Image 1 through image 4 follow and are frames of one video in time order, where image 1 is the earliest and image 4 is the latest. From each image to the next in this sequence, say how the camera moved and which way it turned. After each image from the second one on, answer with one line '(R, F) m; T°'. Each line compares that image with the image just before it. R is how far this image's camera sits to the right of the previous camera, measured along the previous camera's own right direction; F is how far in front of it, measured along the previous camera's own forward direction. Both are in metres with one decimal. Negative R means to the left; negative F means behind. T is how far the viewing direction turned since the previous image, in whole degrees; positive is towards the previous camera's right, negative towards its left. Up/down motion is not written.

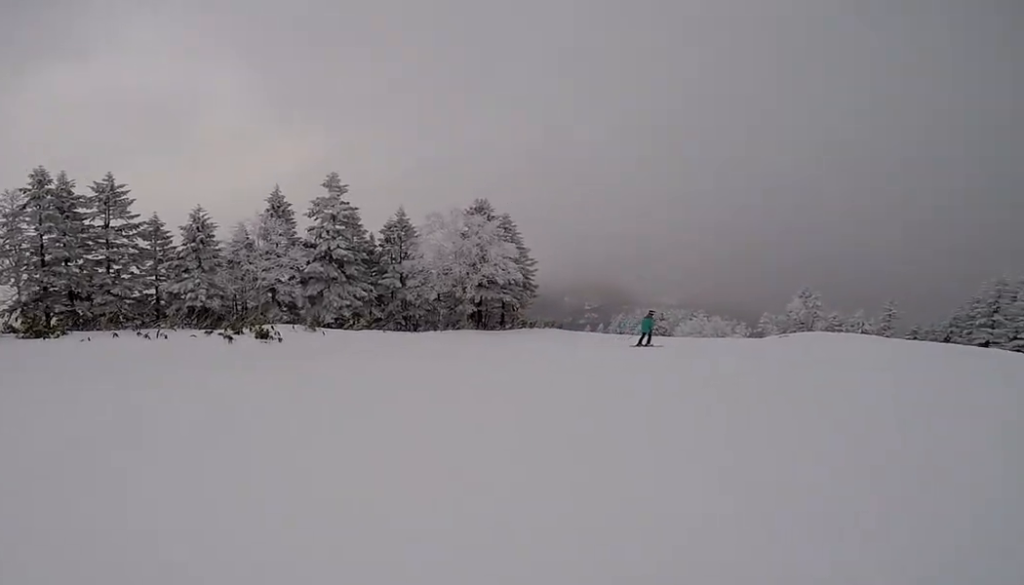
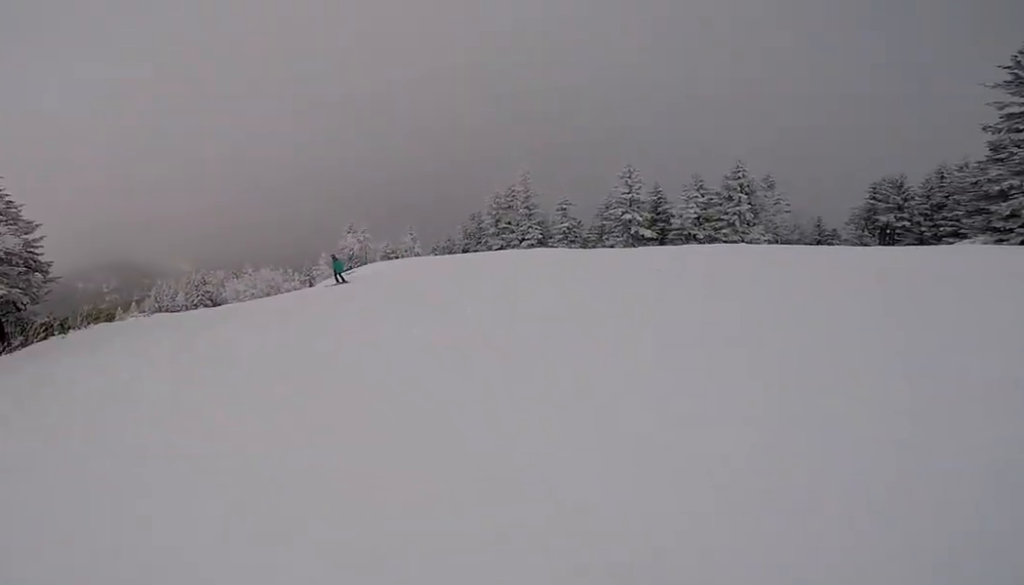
(+6.2, +9.6) m; +51°
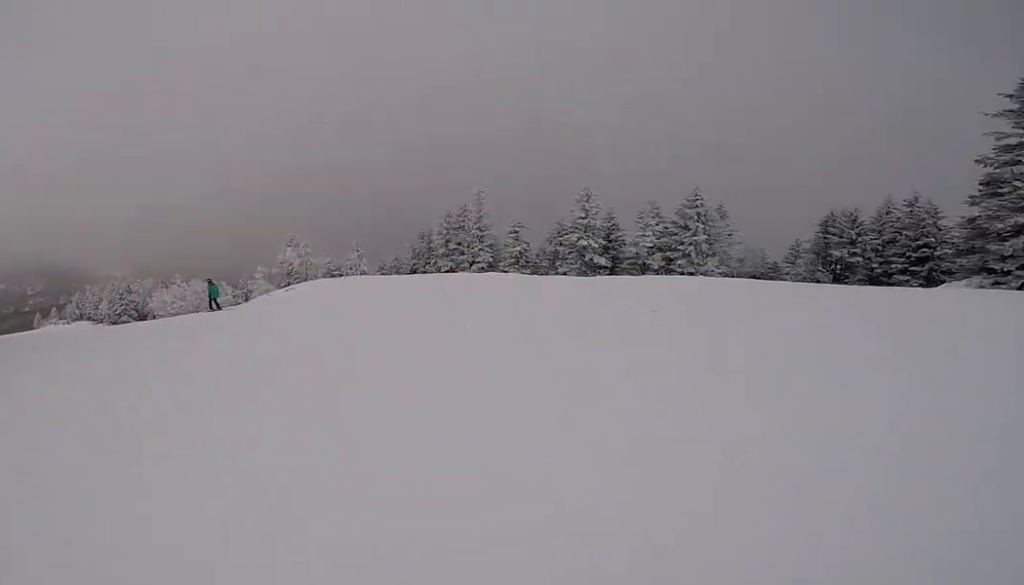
(+0.5, +2.7) m; +13°
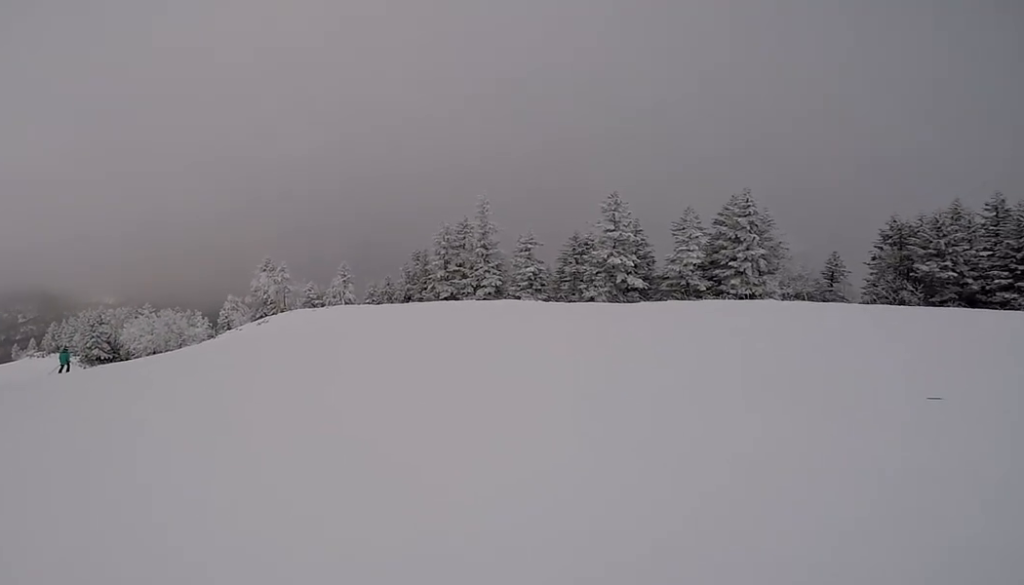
(+0.1, +6.2) m; -17°
